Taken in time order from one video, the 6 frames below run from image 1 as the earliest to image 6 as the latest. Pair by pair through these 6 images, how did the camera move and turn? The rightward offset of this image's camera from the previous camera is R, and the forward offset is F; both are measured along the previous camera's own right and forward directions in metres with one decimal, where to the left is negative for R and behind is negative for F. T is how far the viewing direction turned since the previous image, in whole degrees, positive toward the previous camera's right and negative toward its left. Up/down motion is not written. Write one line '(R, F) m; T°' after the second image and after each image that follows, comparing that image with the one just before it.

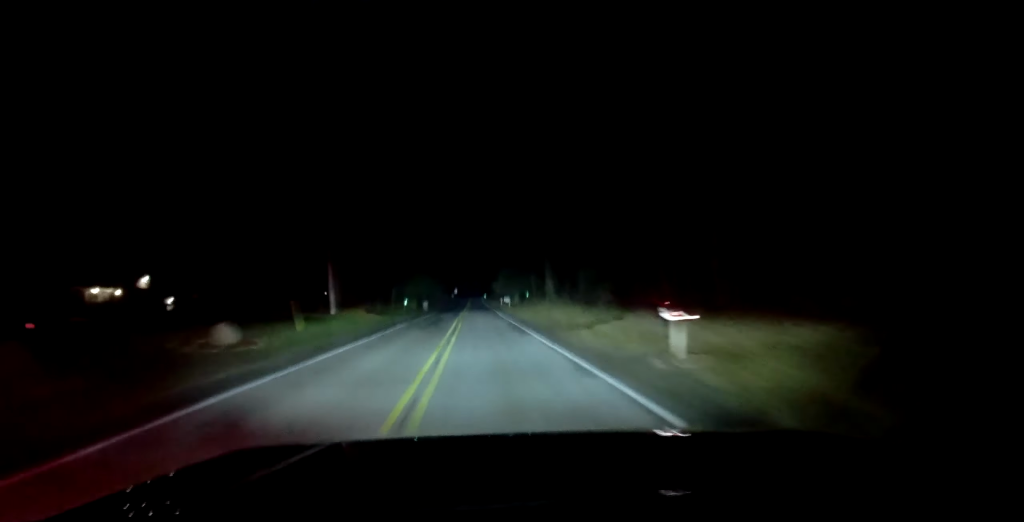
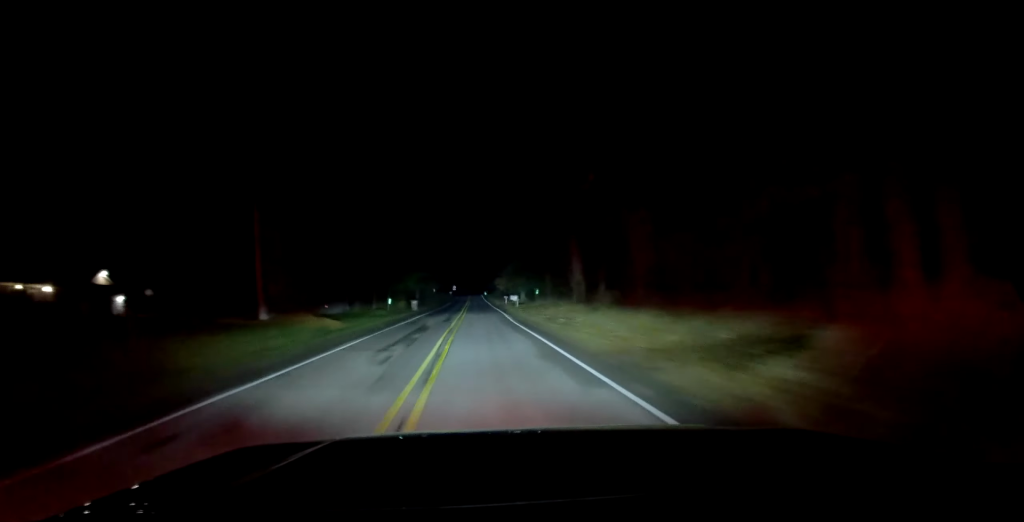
(+0.2, +13.1) m; 0°
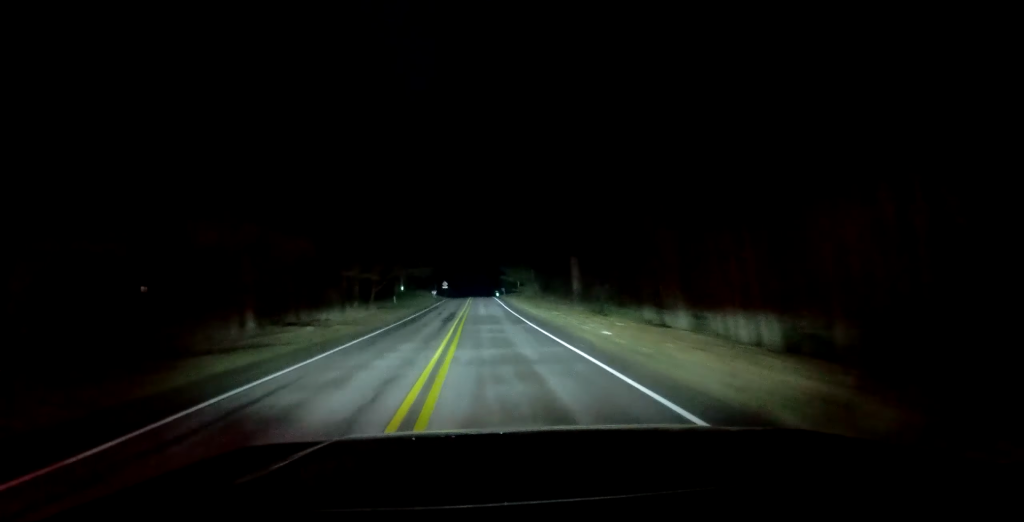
(-1.2, +80.4) m; -1°
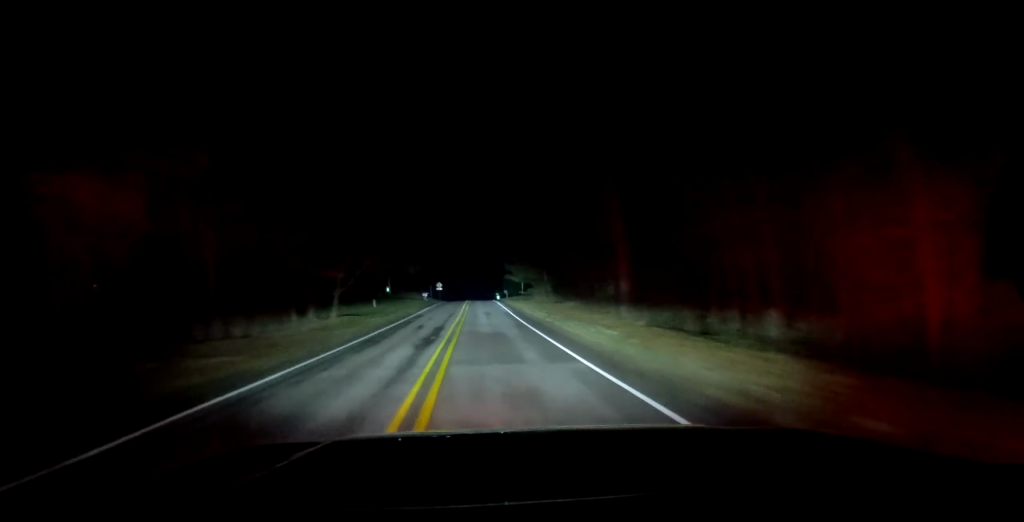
(+0.1, +12.4) m; 0°
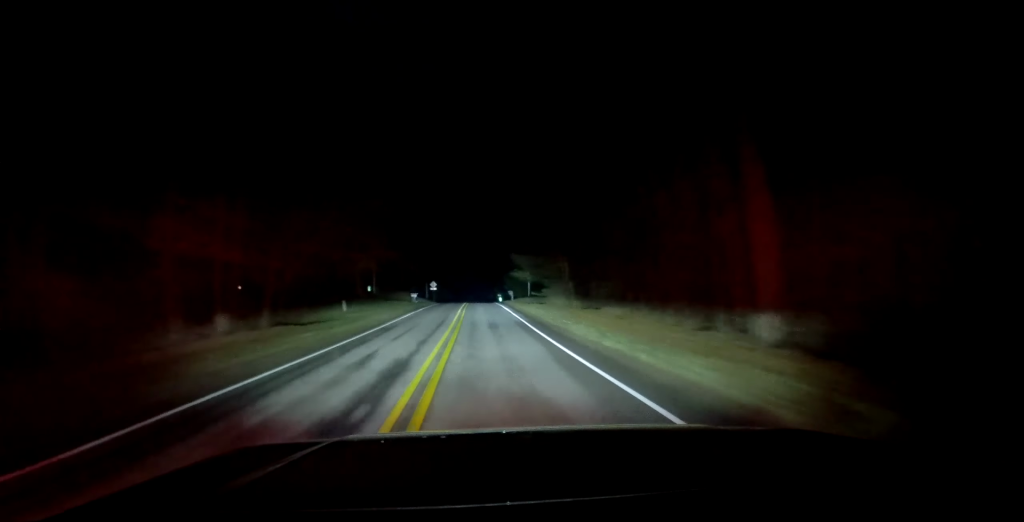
(+0.1, +12.3) m; 0°
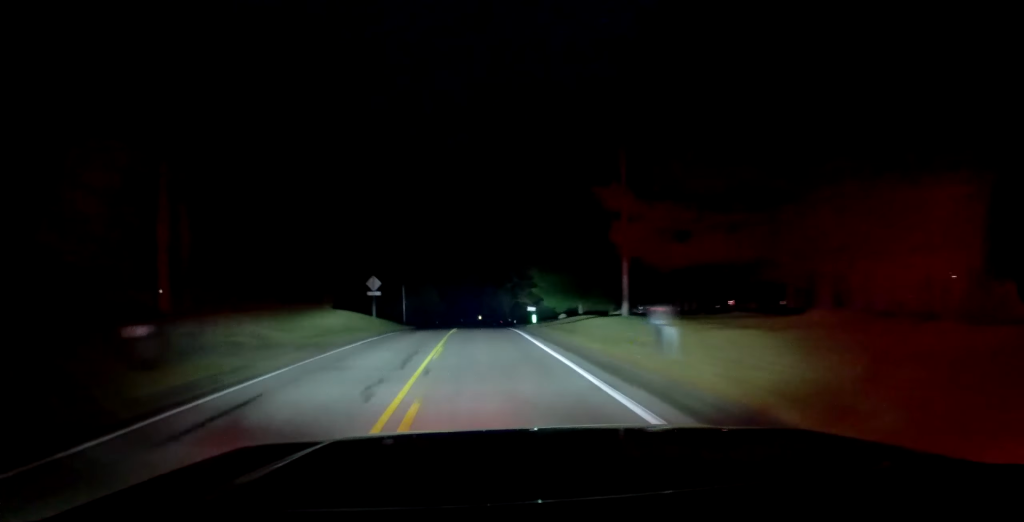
(+0.5, +51.1) m; -1°
